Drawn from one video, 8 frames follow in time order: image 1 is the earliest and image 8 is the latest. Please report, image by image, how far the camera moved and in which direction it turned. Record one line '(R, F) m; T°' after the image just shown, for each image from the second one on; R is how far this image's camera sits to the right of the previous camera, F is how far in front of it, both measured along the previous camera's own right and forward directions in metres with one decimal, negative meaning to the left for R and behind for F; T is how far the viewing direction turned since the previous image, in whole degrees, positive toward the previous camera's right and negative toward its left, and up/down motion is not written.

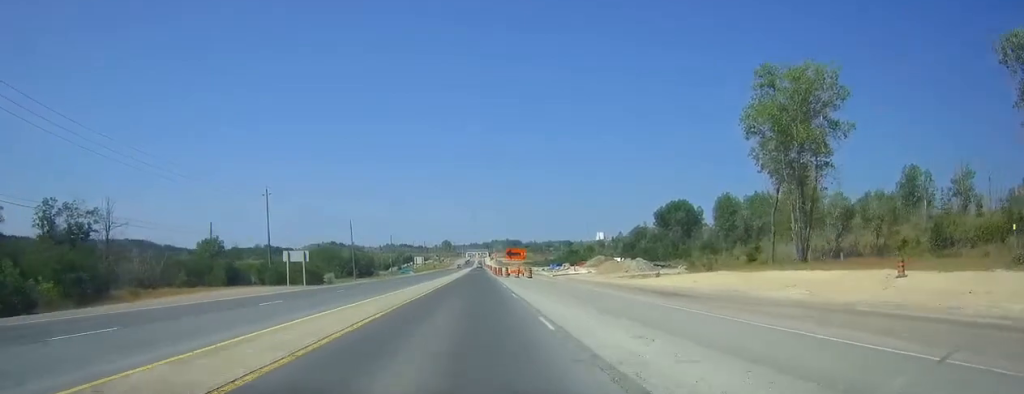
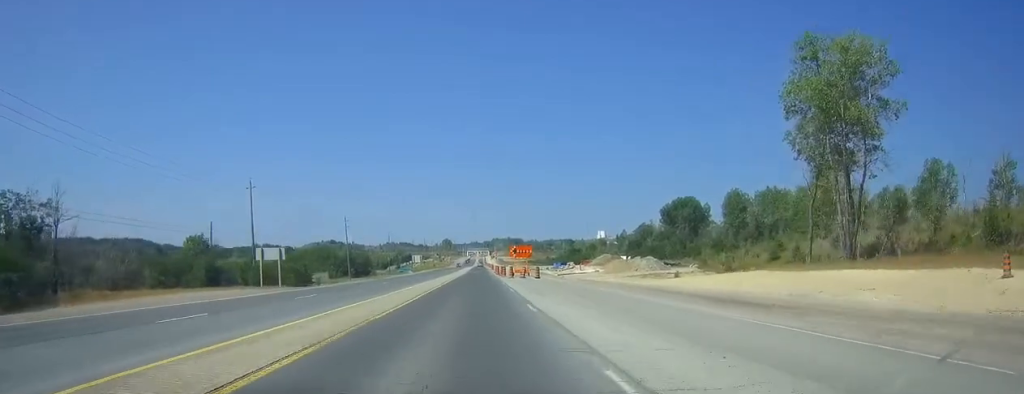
(0.0, +7.9) m; 0°
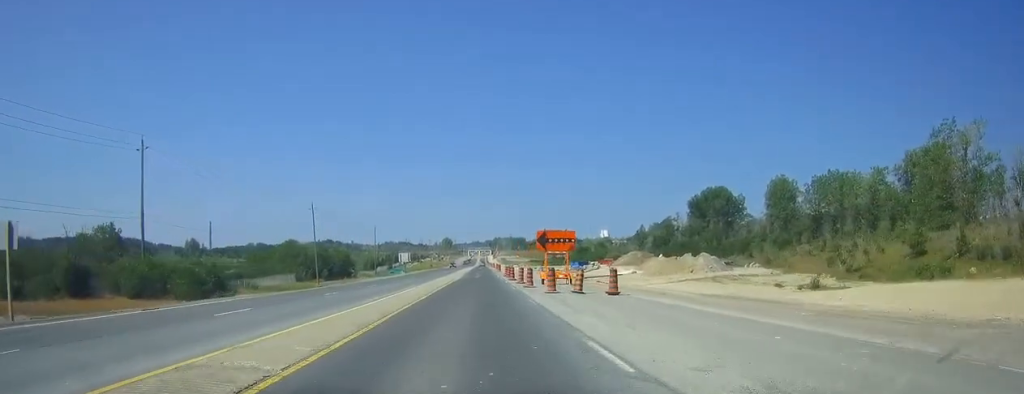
(-0.2, +33.6) m; -1°
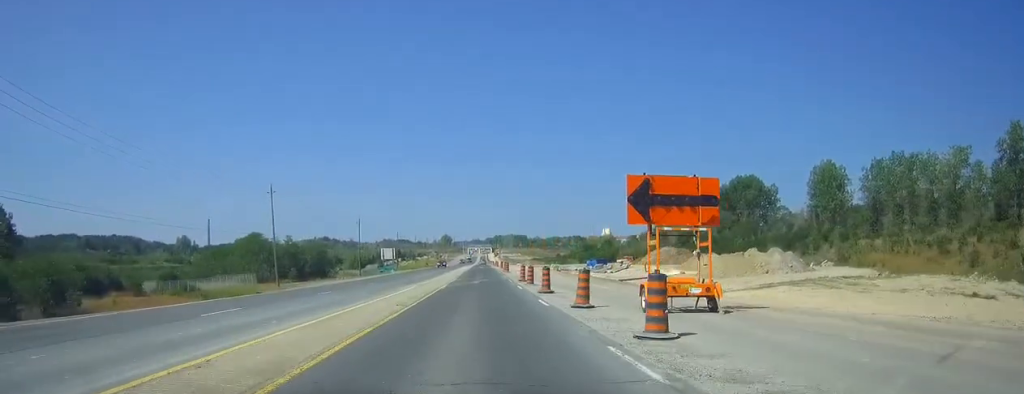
(0.0, +26.3) m; 0°
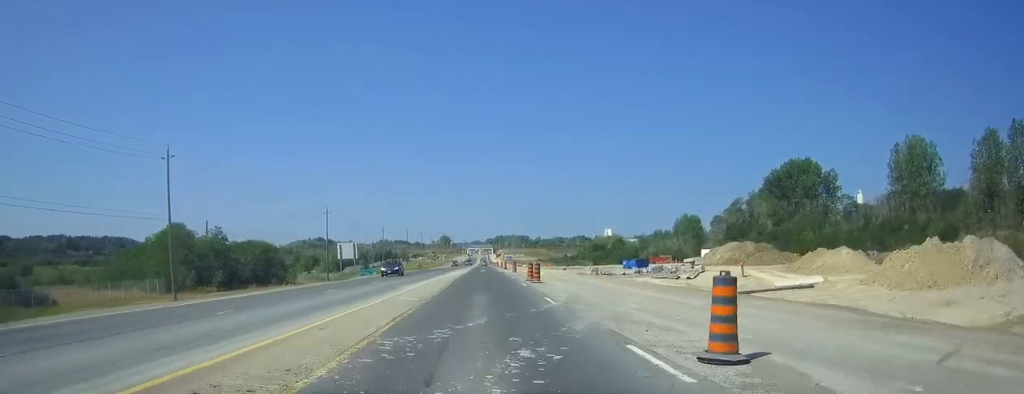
(0.0, +36.8) m; 0°
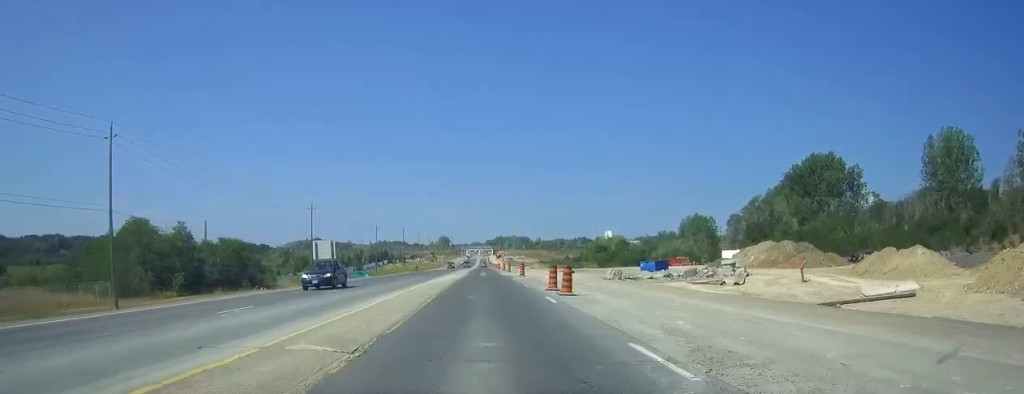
(0.0, +12.2) m; 0°
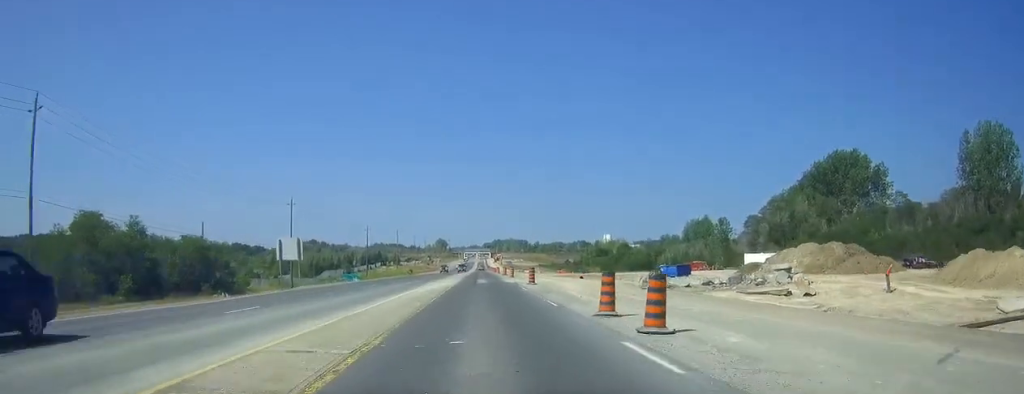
(0.0, +12.2) m; 0°
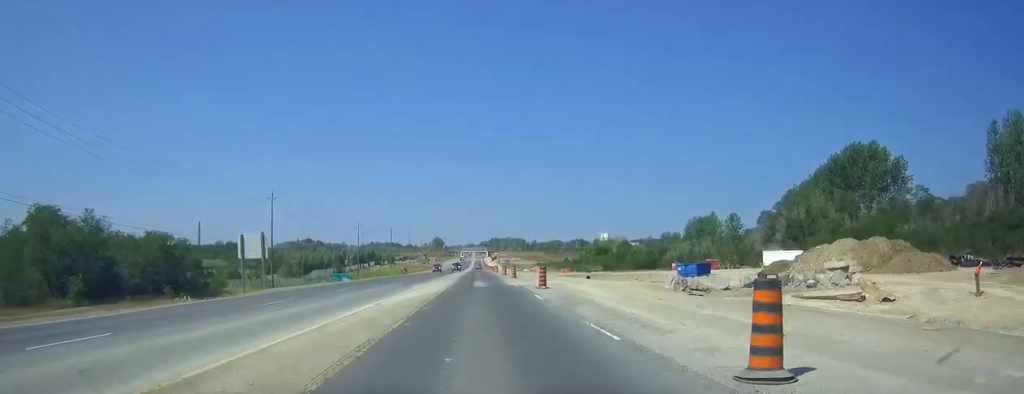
(0.0, +9.1) m; 0°
